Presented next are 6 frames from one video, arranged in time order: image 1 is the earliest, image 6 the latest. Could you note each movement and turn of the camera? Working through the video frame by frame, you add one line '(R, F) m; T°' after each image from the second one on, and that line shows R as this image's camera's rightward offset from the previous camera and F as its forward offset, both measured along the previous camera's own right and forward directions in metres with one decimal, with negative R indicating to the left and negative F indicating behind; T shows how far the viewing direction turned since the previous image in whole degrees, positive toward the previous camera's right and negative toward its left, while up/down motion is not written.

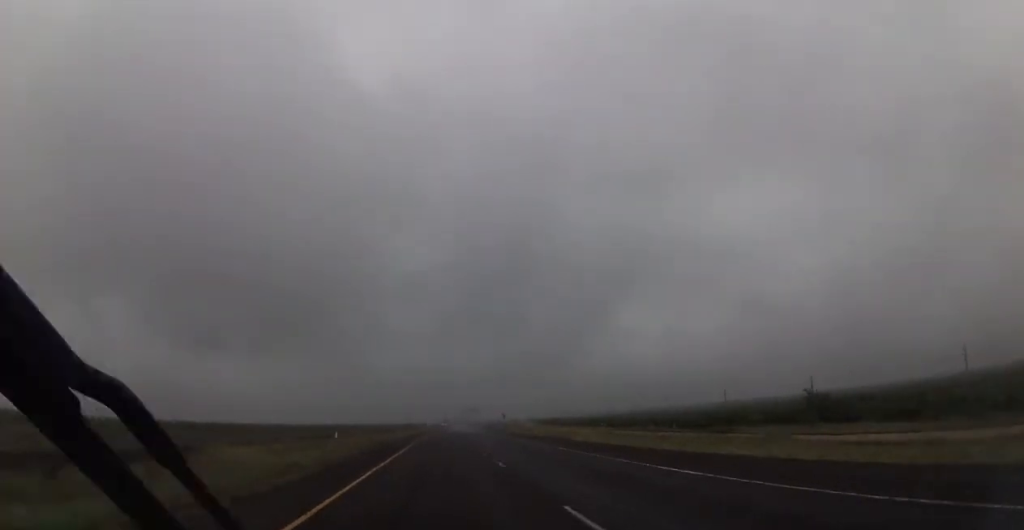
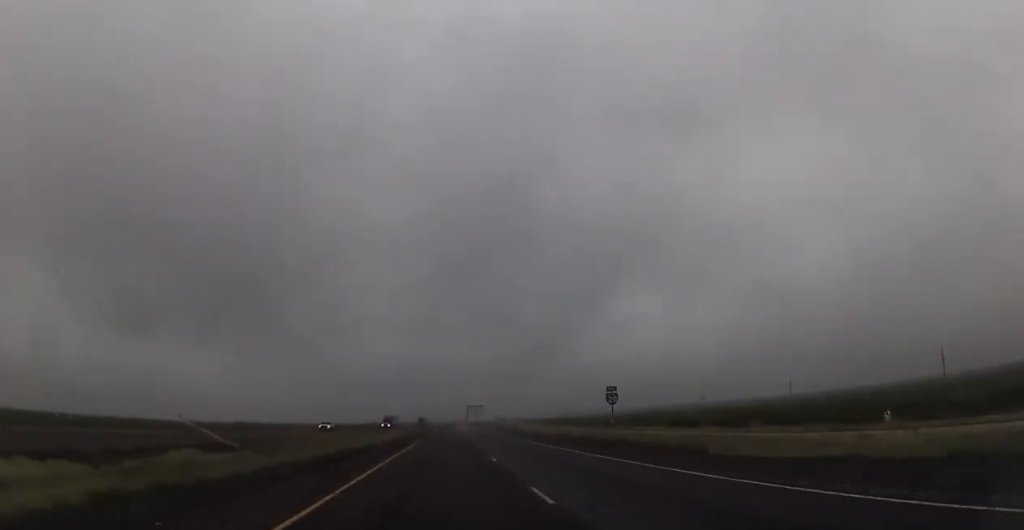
(+0.4, +119.0) m; +1°
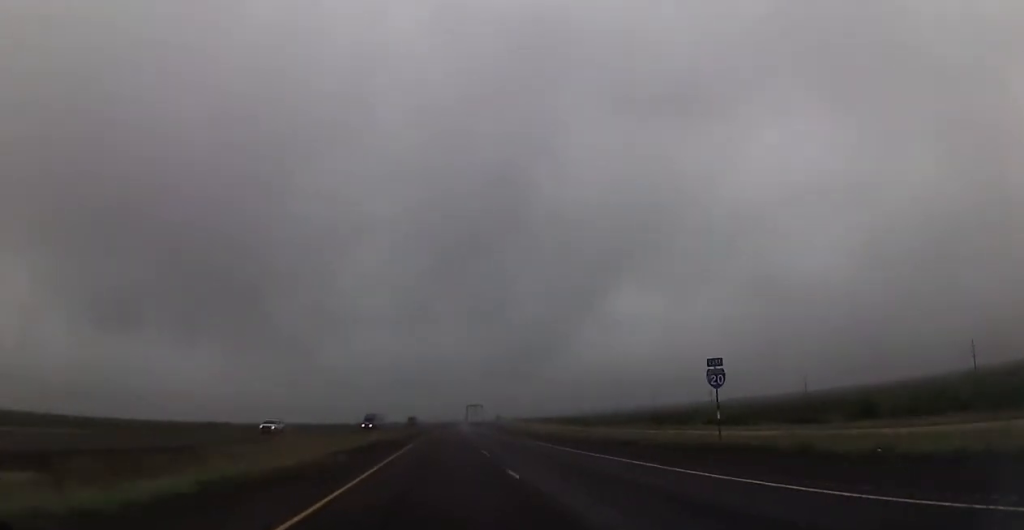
(0.0, +19.3) m; 0°
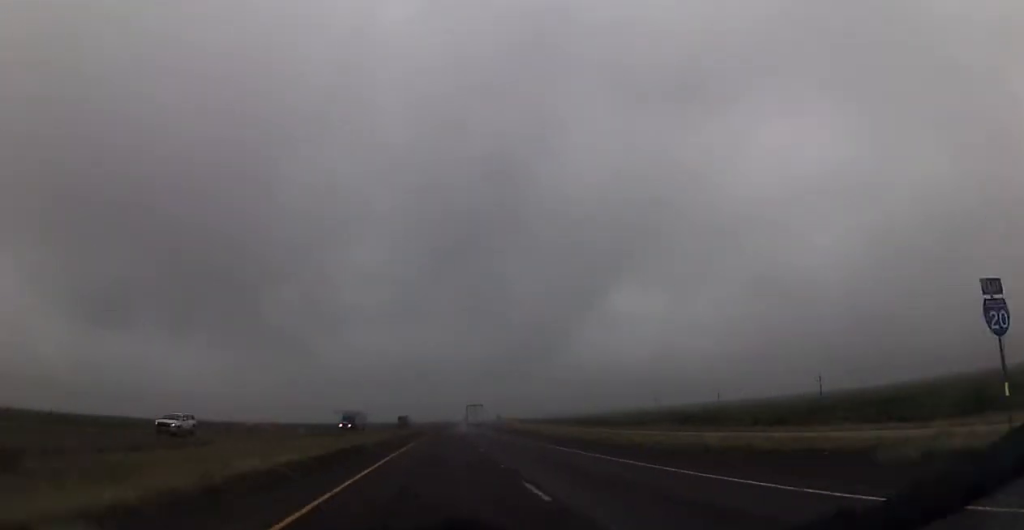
(0.0, +17.0) m; +1°
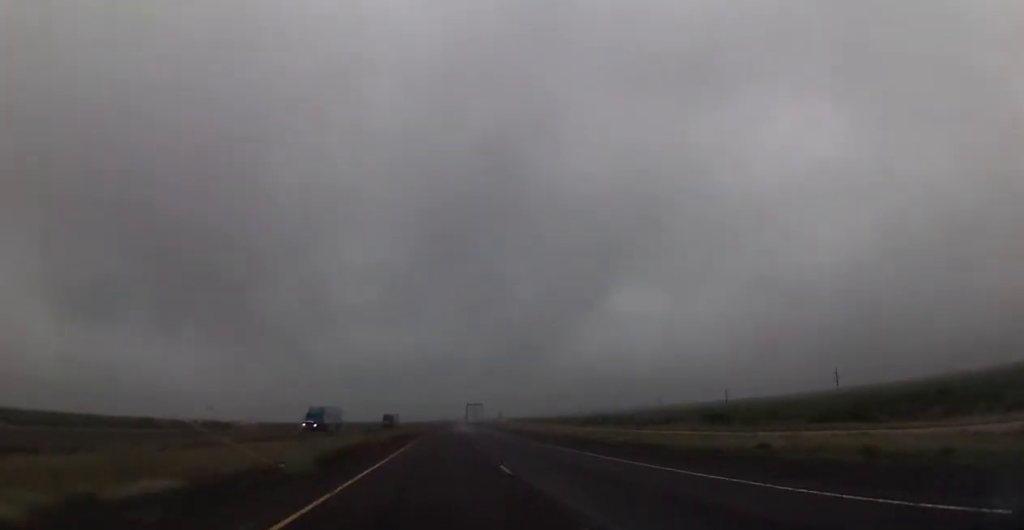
(0.0, +18.2) m; +1°
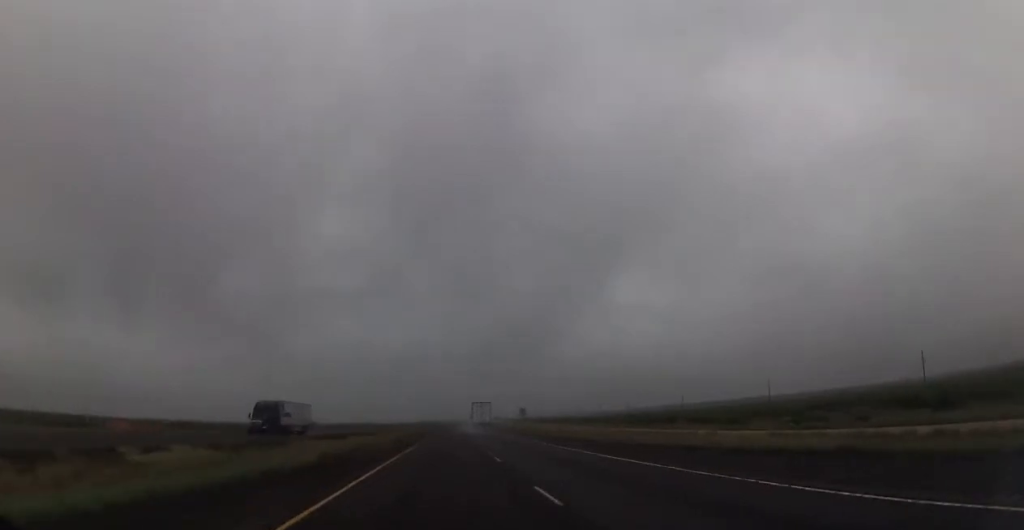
(+0.9, +67.9) m; +1°
